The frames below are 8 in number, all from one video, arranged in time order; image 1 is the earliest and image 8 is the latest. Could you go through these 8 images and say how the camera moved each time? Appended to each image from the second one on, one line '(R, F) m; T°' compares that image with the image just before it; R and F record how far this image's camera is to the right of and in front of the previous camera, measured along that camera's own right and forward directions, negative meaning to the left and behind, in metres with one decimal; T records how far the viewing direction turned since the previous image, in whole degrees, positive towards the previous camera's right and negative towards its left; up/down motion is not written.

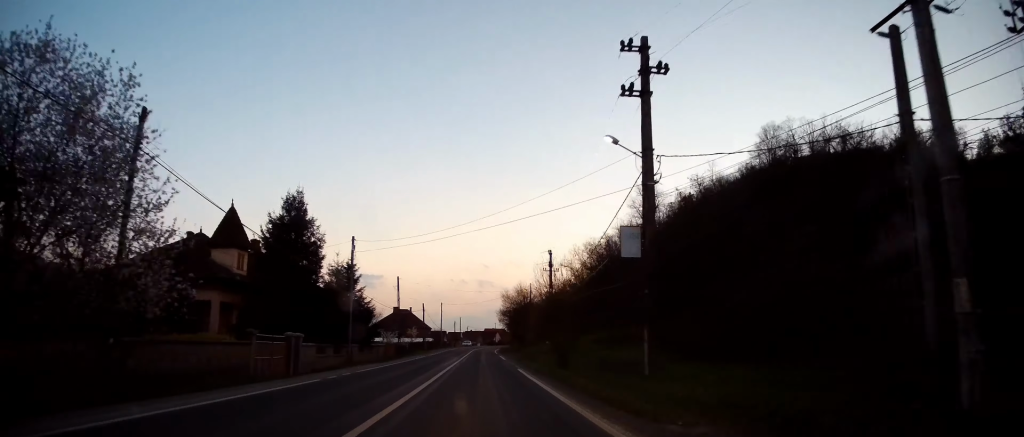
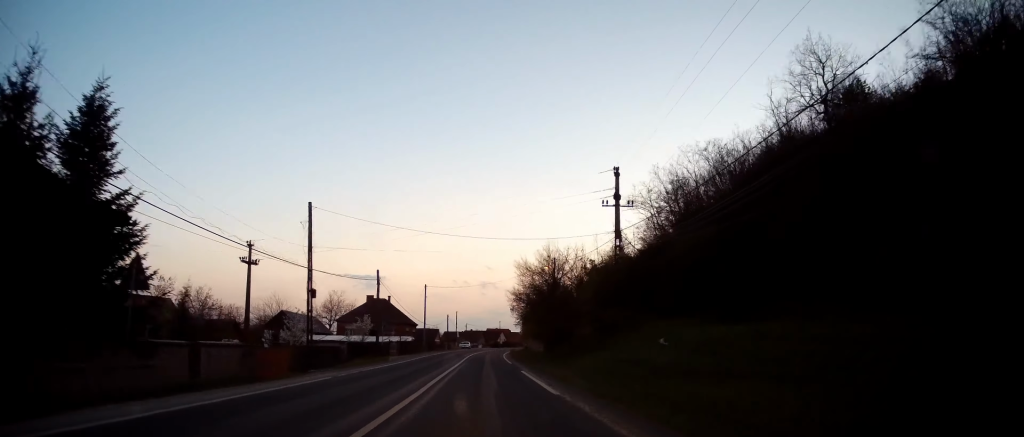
(-0.6, +29.8) m; -1°
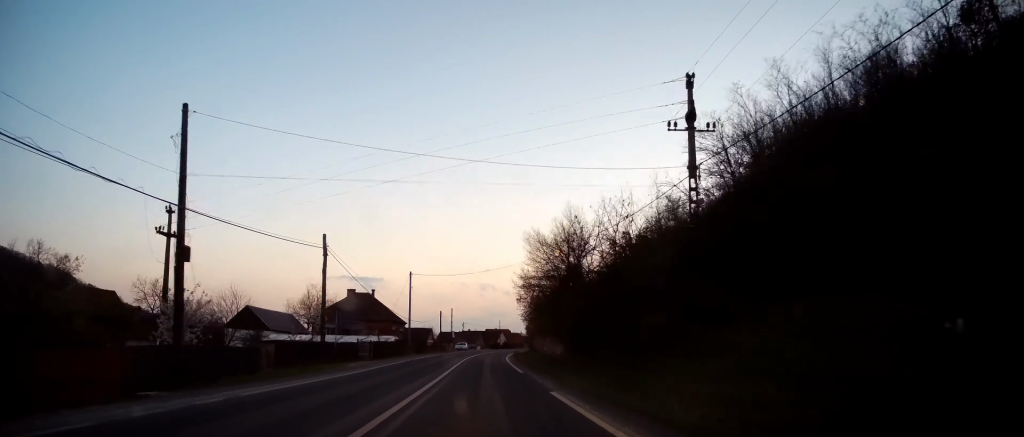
(+0.1, +12.2) m; 0°
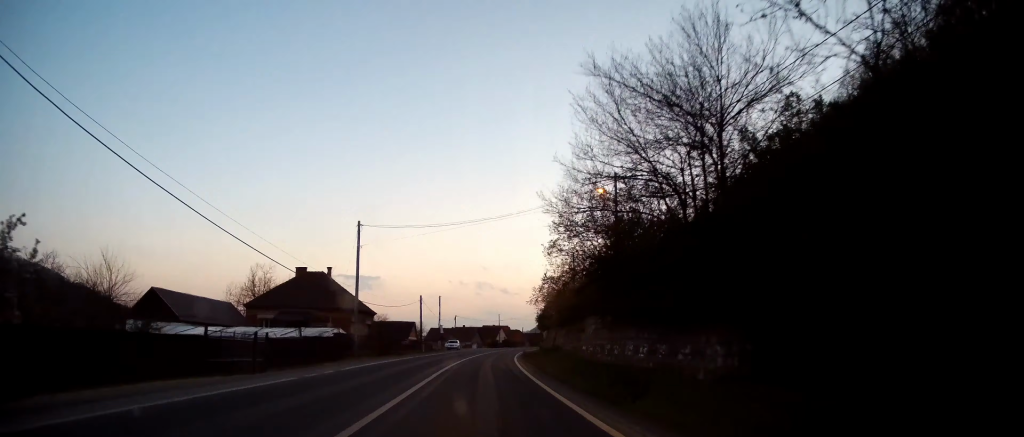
(+0.1, +21.0) m; 0°
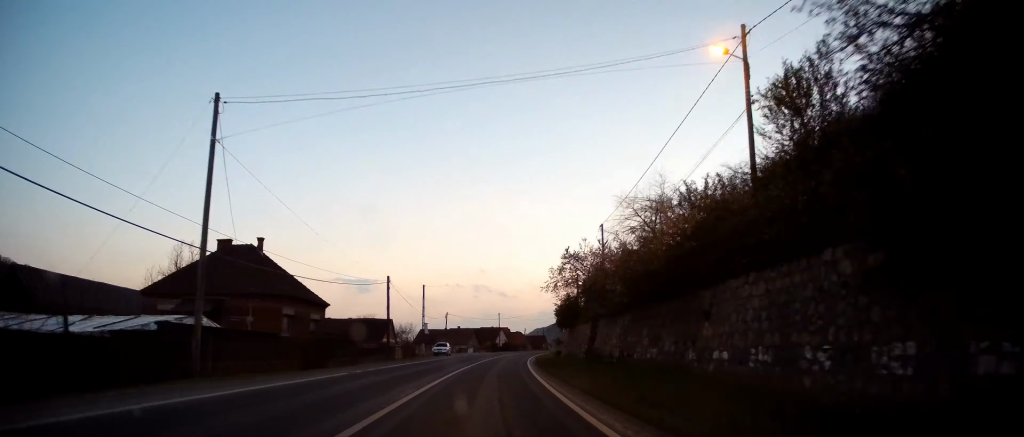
(0.0, +17.7) m; 0°
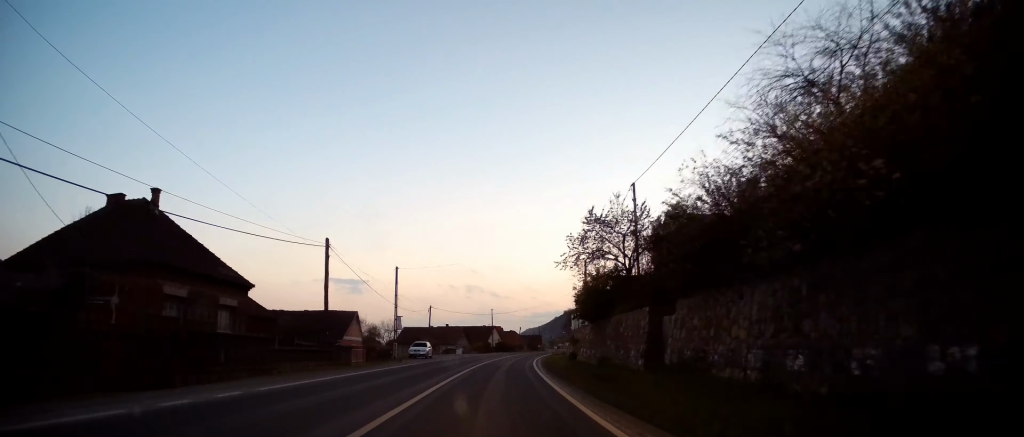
(0.0, +13.0) m; 0°
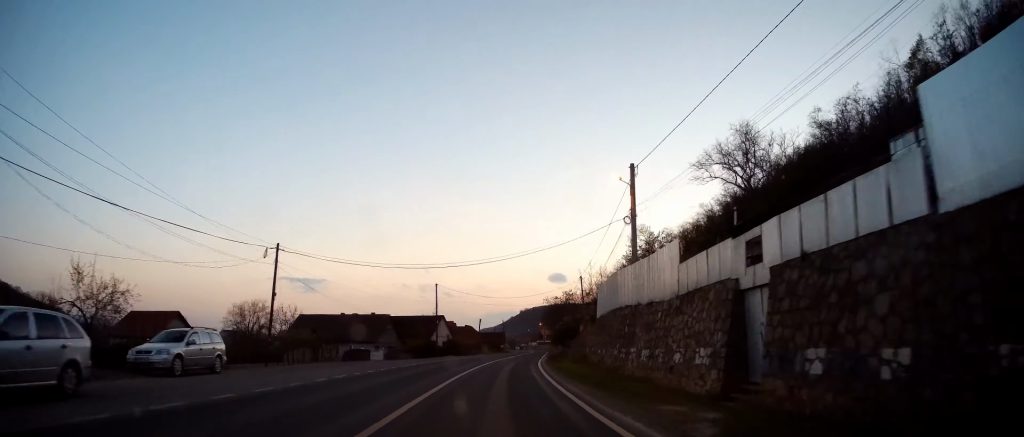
(+1.4, +39.1) m; +5°
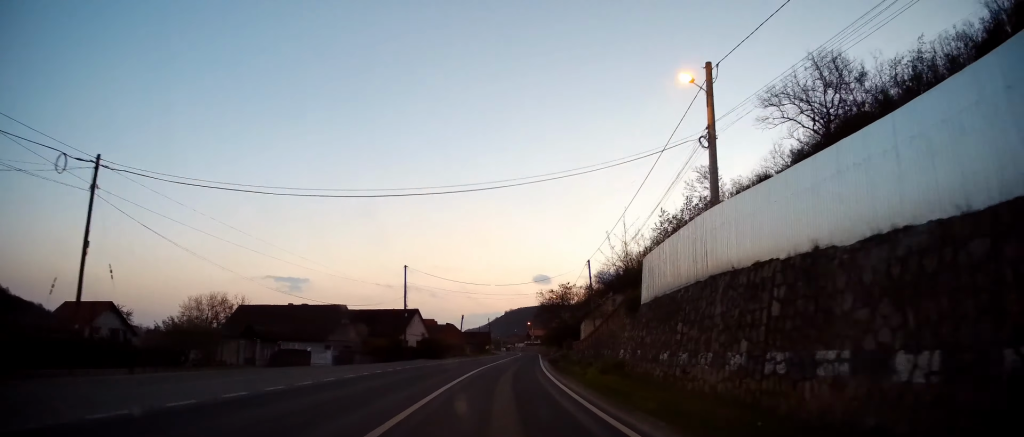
(+0.3, +13.6) m; +1°
